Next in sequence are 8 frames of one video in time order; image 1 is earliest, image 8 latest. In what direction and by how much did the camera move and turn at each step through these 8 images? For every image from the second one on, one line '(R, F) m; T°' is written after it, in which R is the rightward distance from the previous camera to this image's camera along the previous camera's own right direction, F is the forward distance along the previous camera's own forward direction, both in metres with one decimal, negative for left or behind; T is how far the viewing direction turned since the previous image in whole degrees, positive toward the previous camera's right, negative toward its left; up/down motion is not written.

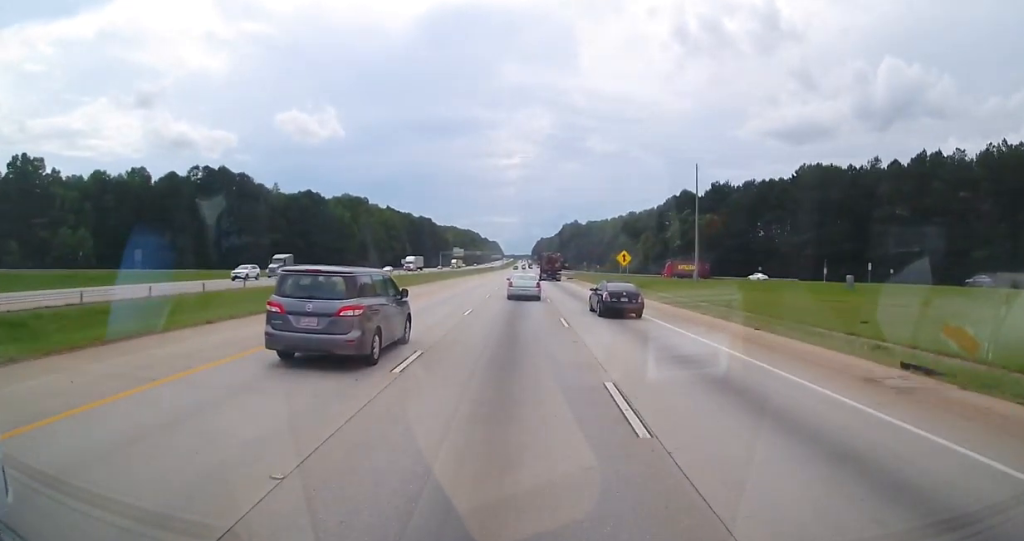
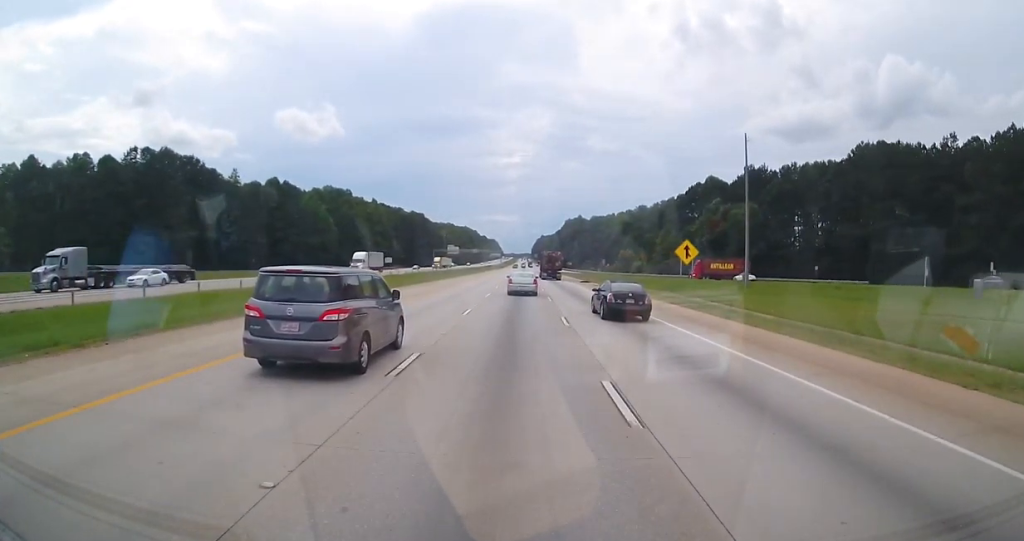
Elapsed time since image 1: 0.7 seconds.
(-0.1, +25.2) m; -1°
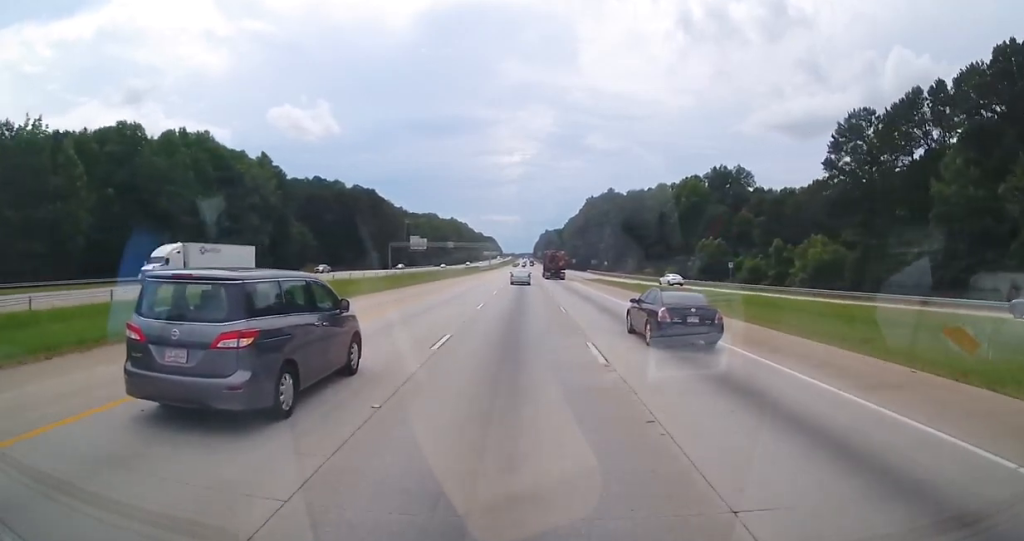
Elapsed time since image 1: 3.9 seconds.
(-0.3, +108.2) m; 0°
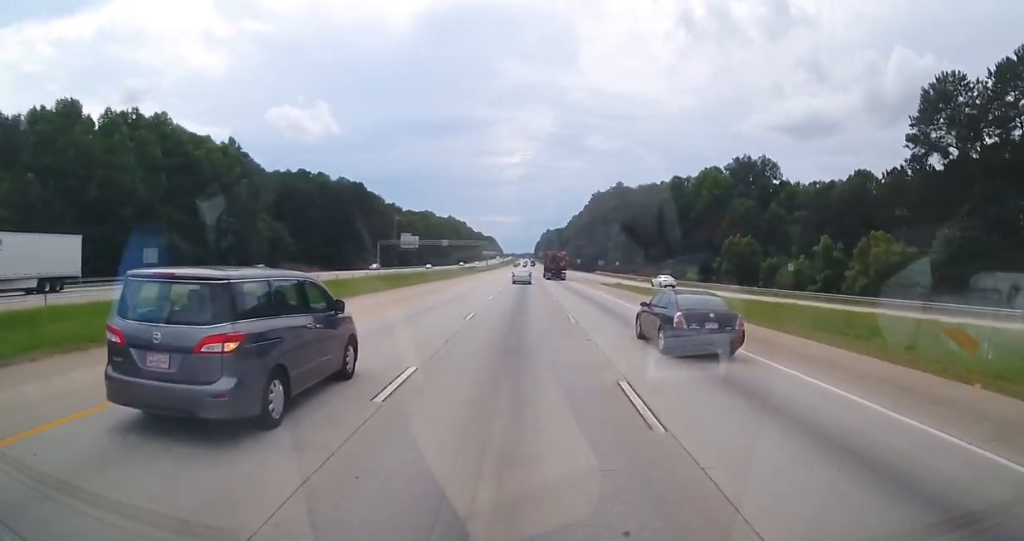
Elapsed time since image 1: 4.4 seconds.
(-0.1, +17.3) m; 0°
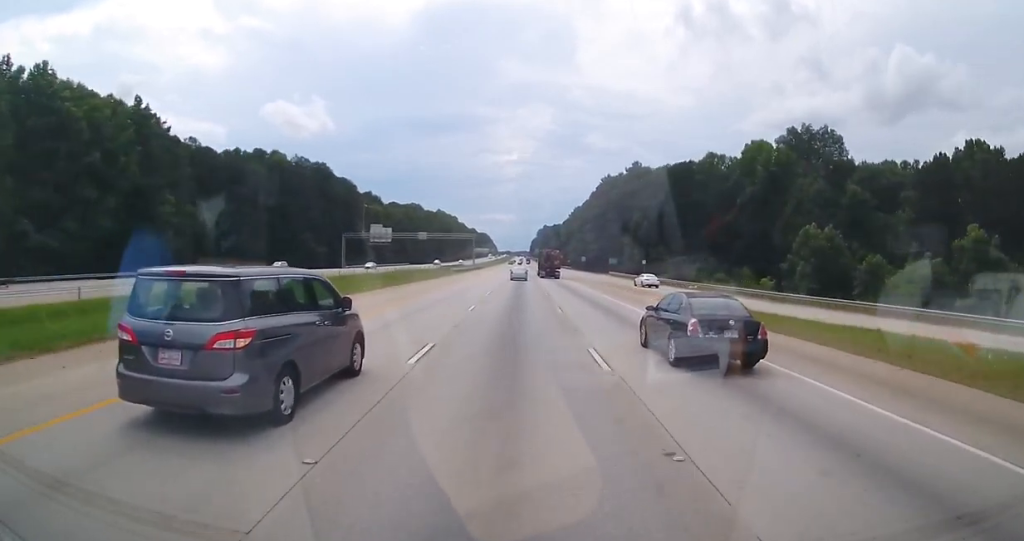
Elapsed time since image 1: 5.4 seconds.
(0.0, +33.9) m; 0°
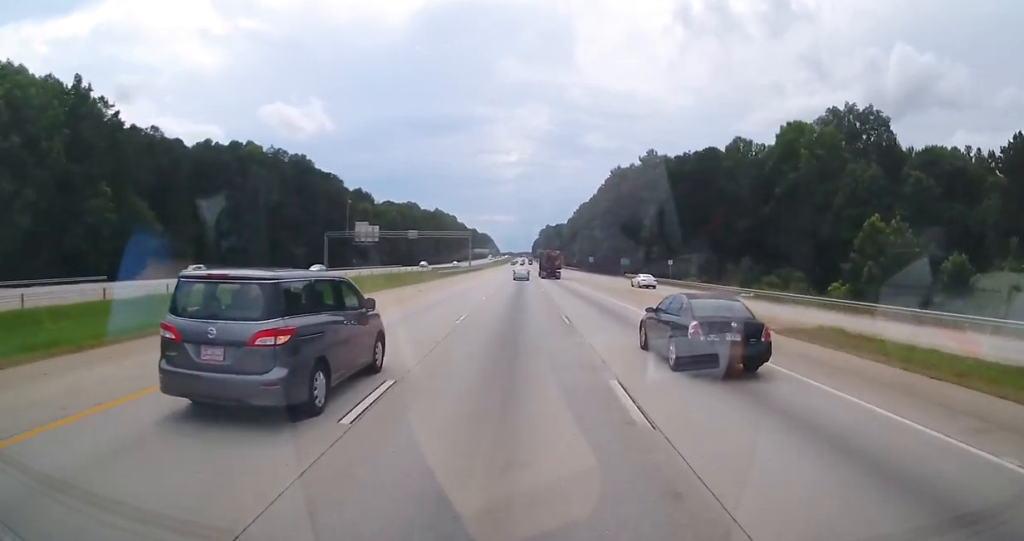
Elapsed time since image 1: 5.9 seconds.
(0.0, +16.5) m; 0°
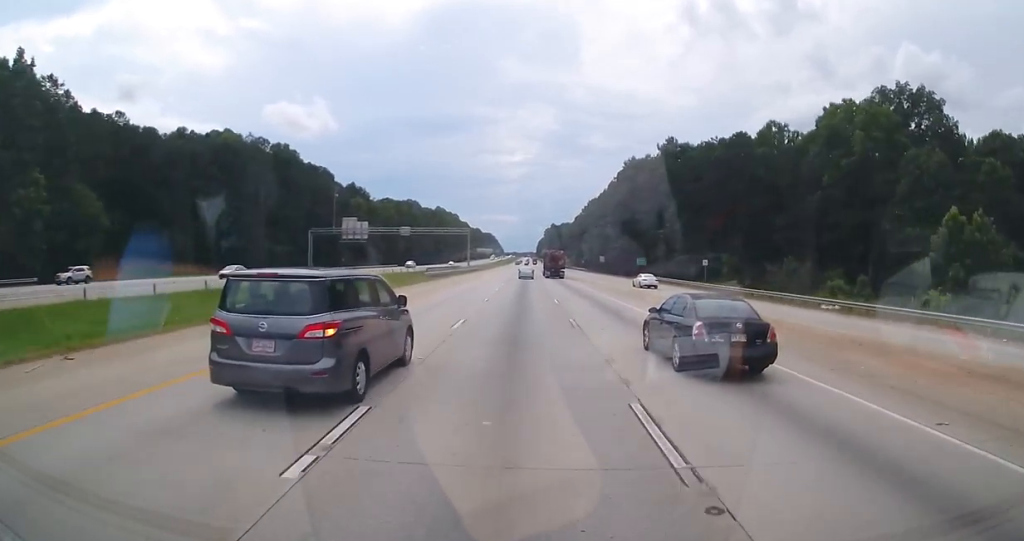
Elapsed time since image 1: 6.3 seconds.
(+0.1, +14.3) m; 0°
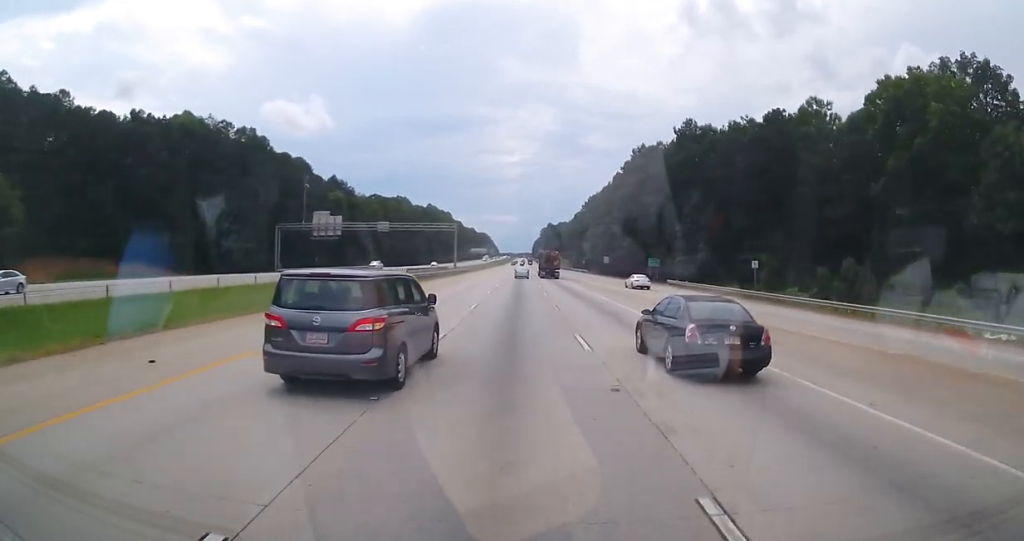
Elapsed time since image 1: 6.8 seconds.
(-0.1, +16.2) m; 0°
